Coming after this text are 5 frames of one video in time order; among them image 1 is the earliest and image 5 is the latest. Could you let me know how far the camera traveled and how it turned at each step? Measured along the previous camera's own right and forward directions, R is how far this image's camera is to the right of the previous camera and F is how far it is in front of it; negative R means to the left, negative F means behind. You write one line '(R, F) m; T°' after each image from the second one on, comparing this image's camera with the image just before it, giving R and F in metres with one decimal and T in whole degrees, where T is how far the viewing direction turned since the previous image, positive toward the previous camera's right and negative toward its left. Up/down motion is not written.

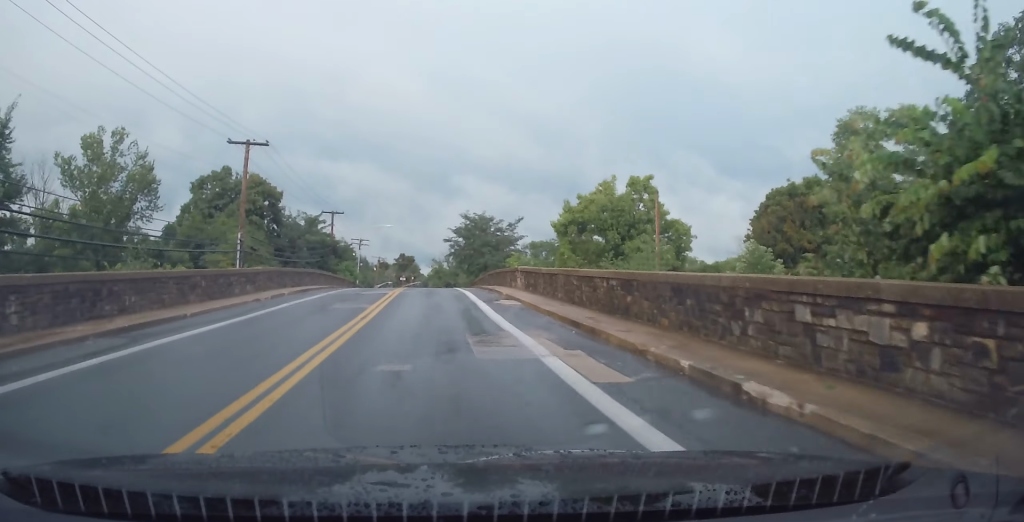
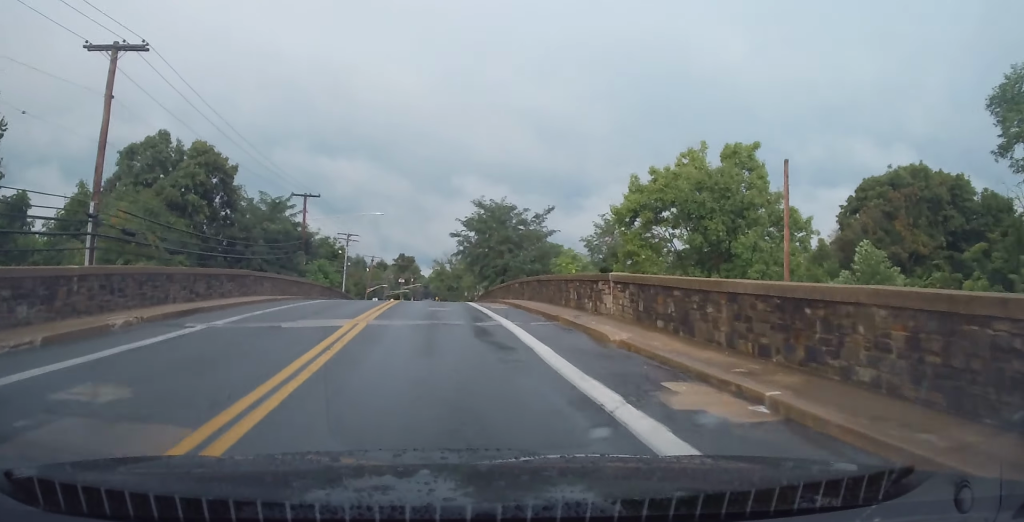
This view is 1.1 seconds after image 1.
(-0.2, +16.5) m; 0°
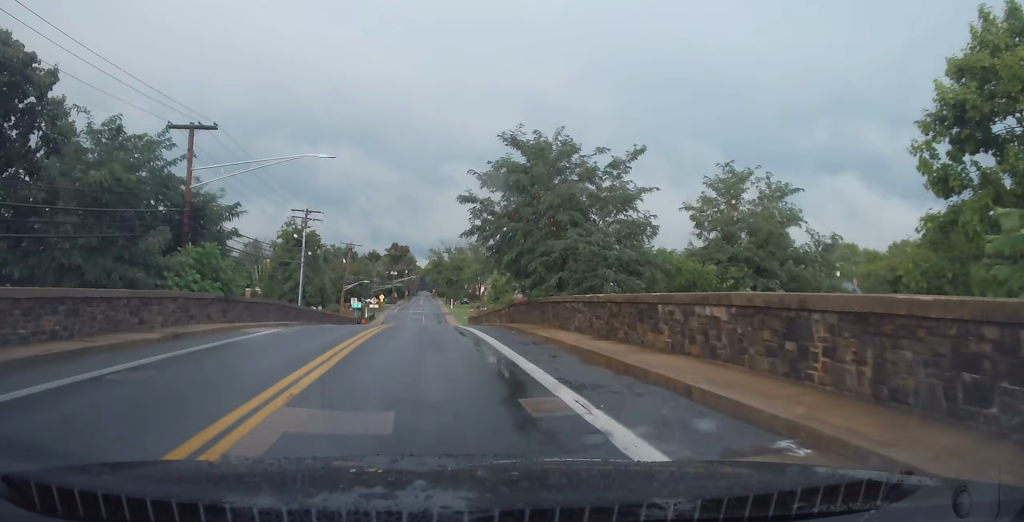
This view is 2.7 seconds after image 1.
(+0.6, +24.8) m; 0°
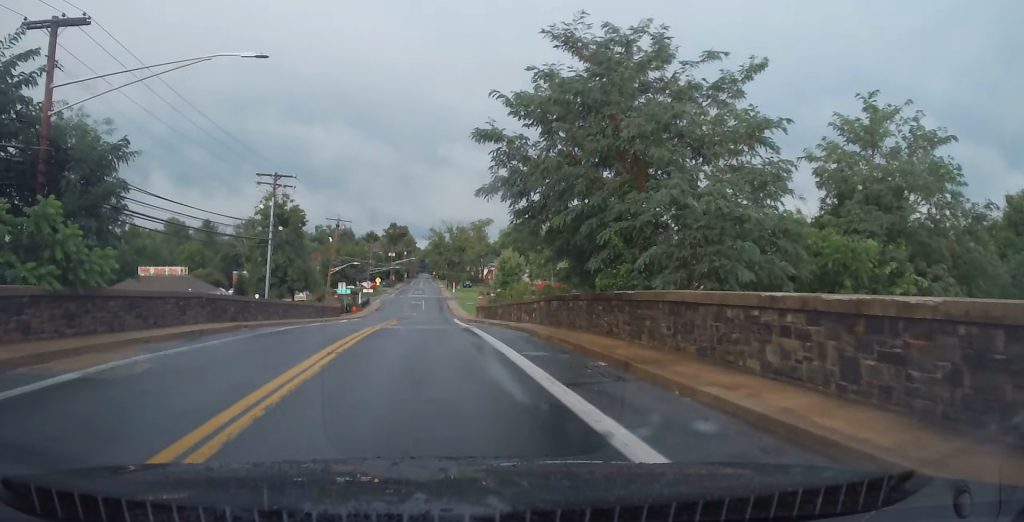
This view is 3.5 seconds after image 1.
(-0.1, +11.7) m; -1°
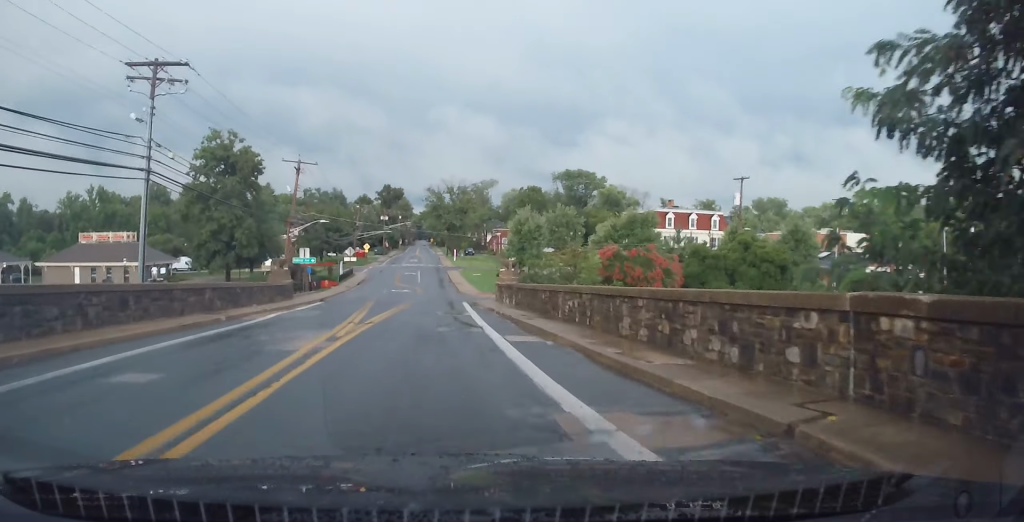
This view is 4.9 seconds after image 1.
(+0.1, +20.3) m; +2°
